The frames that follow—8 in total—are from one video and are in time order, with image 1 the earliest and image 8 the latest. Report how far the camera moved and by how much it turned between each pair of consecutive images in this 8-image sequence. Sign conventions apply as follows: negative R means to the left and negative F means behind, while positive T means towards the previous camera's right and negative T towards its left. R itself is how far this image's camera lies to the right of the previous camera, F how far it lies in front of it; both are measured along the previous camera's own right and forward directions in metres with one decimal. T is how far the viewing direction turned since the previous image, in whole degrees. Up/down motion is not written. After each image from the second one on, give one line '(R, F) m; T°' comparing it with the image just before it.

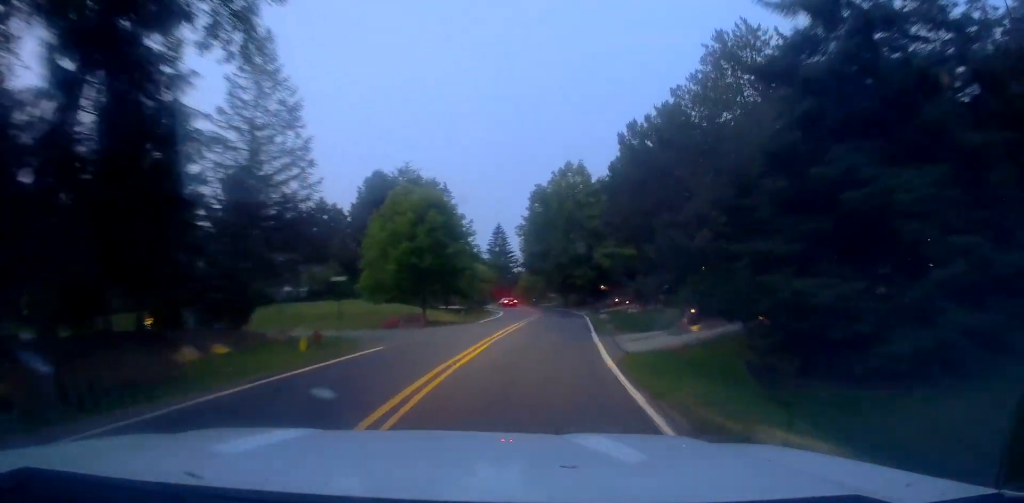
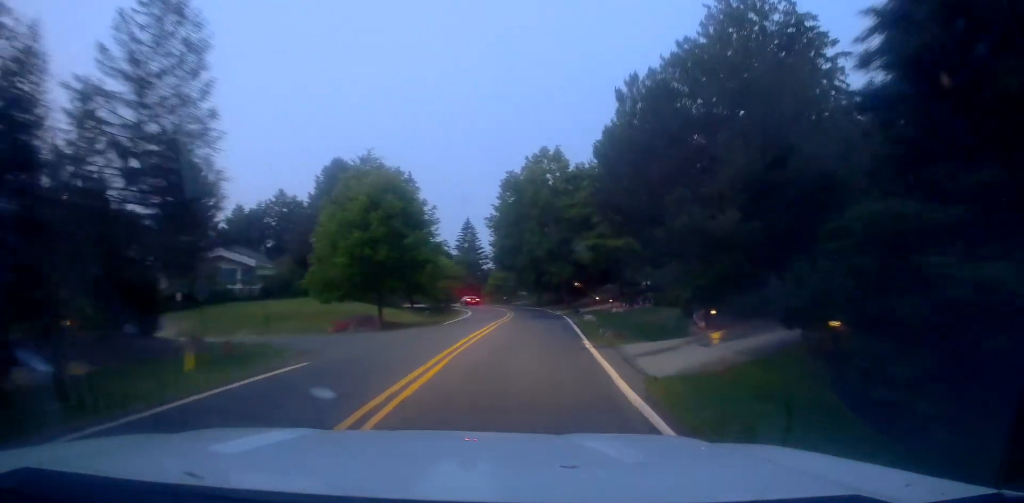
(-0.1, +5.4) m; +3°
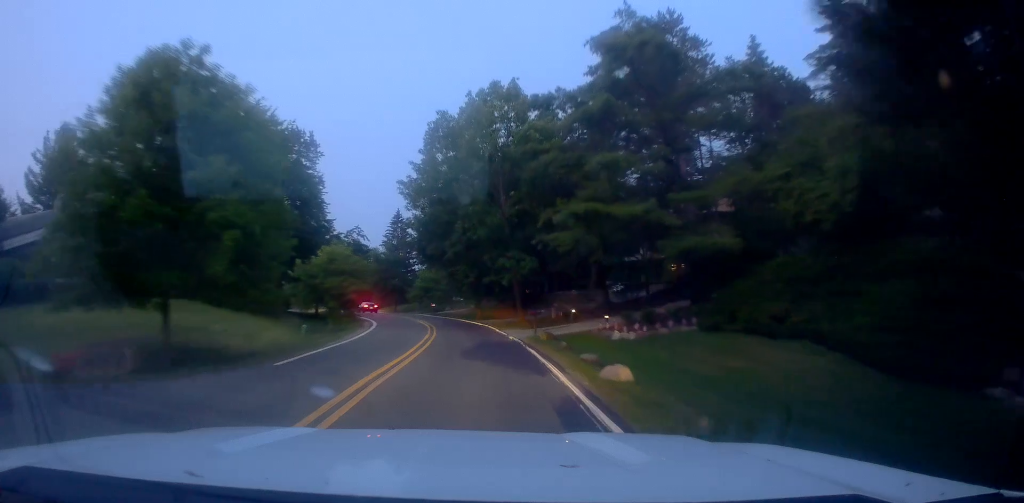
(+1.8, +18.7) m; +10°
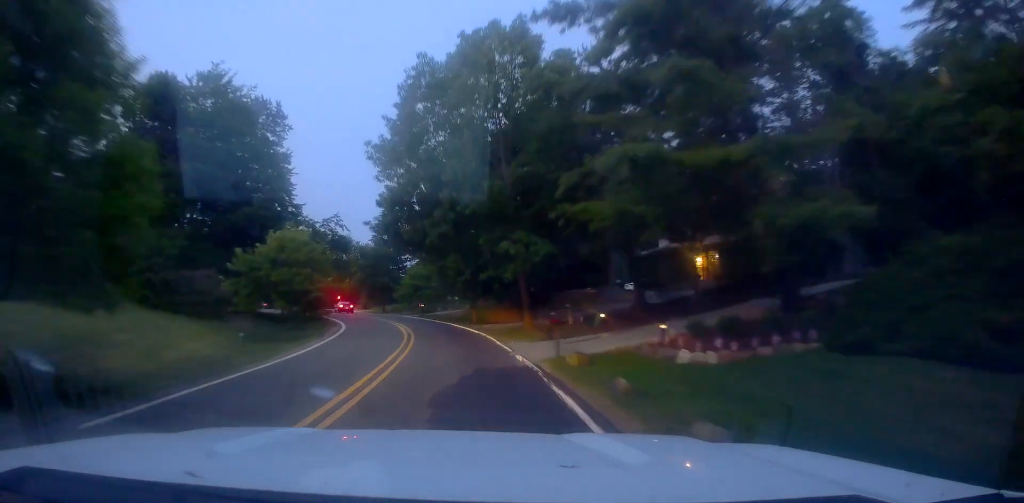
(+0.4, +8.5) m; +3°
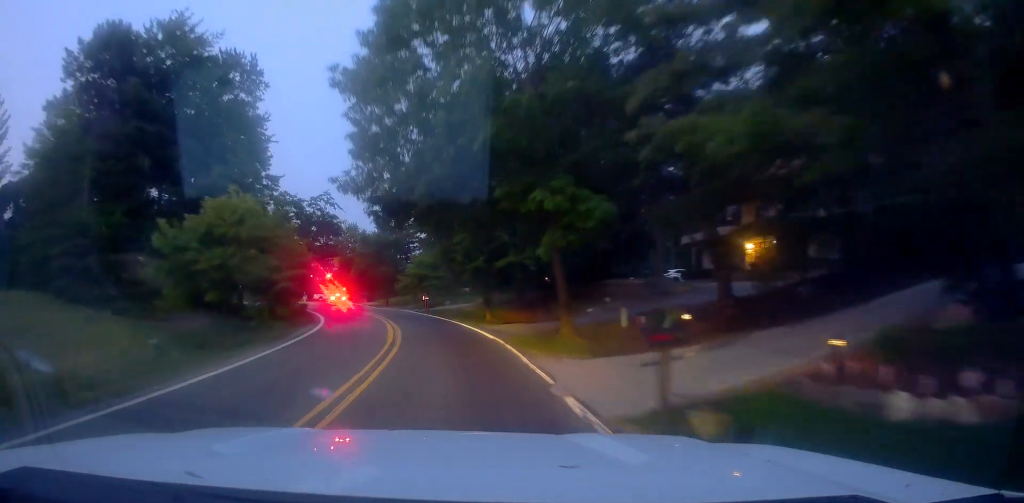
(+0.4, +8.5) m; +2°
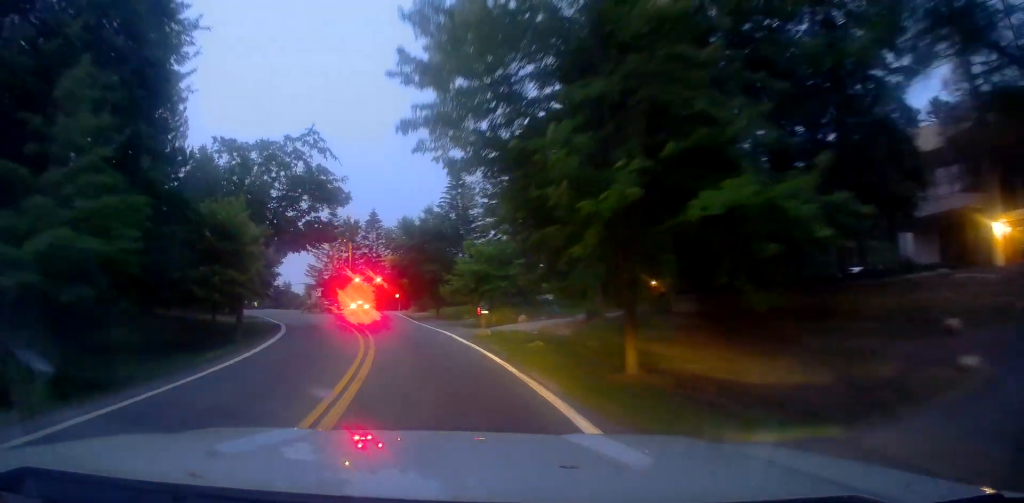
(+0.6, +22.1) m; 0°
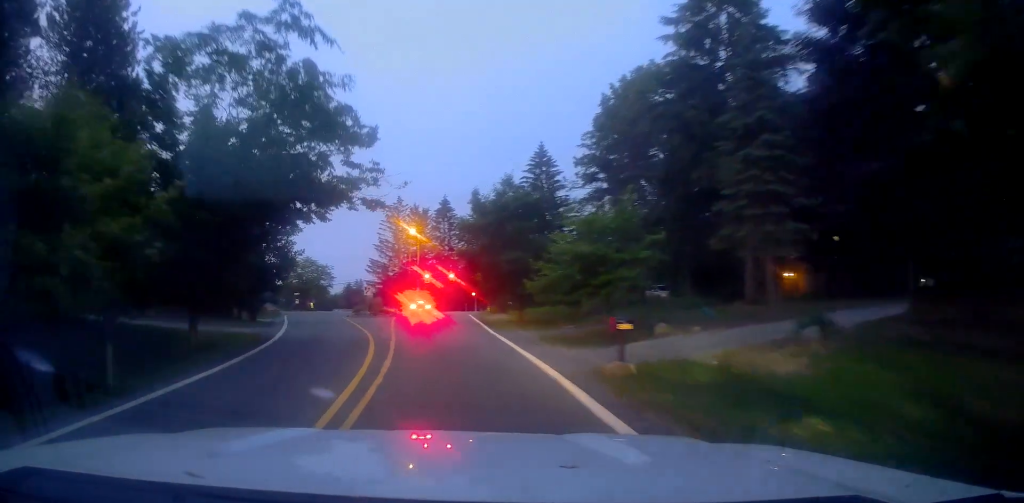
(-1.3, +14.8) m; -6°
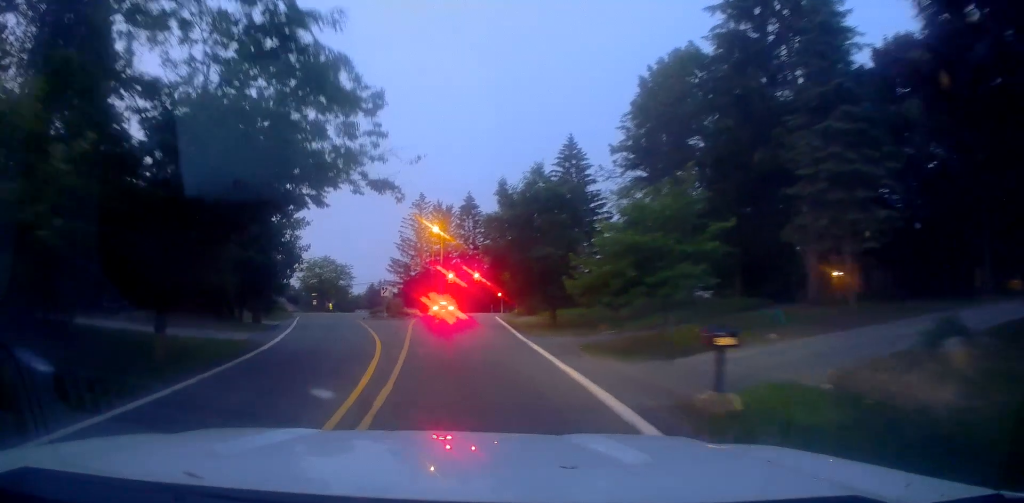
(-0.2, +4.5) m; -1°
